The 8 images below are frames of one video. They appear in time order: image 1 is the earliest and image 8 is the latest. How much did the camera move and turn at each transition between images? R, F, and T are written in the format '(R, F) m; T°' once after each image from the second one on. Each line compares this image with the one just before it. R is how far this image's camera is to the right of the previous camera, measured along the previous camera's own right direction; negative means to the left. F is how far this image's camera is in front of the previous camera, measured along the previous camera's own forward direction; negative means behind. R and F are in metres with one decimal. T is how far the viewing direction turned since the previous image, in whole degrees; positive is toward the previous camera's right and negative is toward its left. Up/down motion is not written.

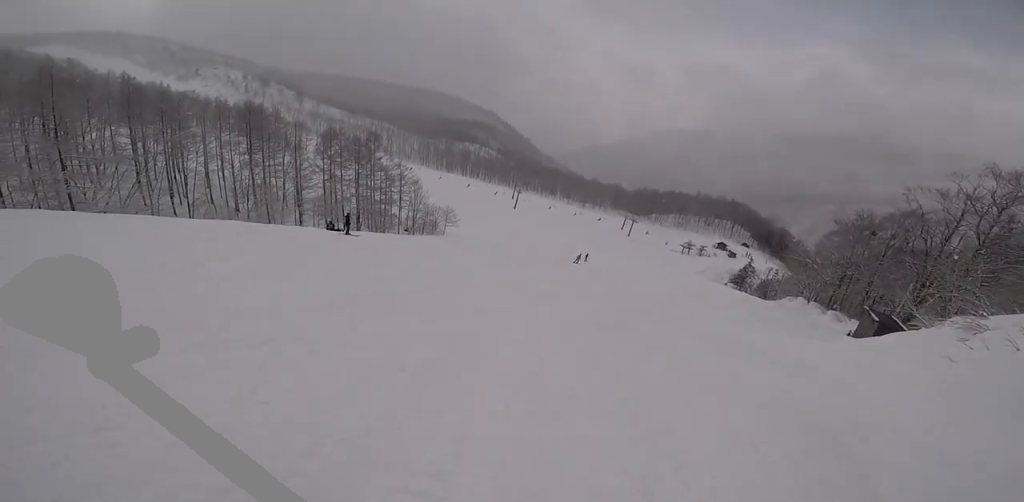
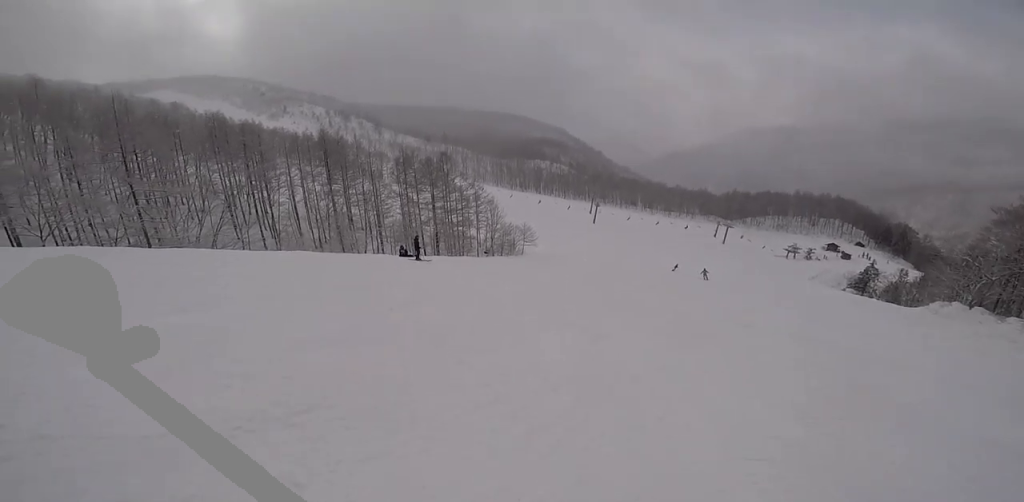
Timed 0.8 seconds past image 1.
(-0.6, +3.6) m; 0°
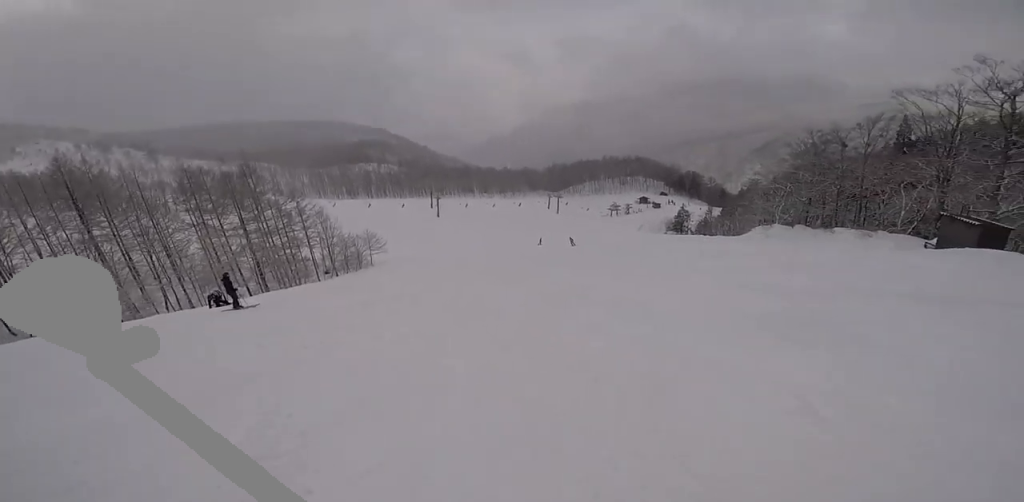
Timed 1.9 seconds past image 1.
(+1.1, +5.4) m; +34°
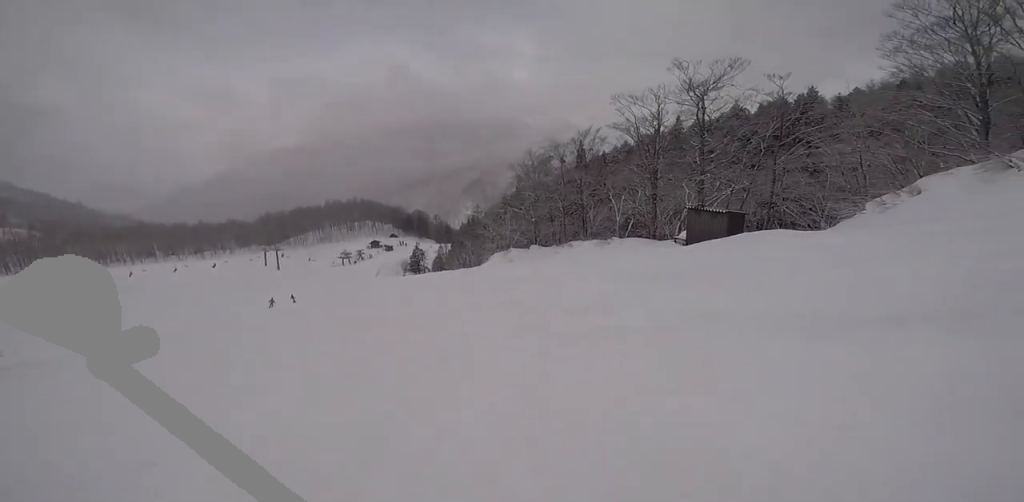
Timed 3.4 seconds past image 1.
(+4.1, +5.6) m; +49°
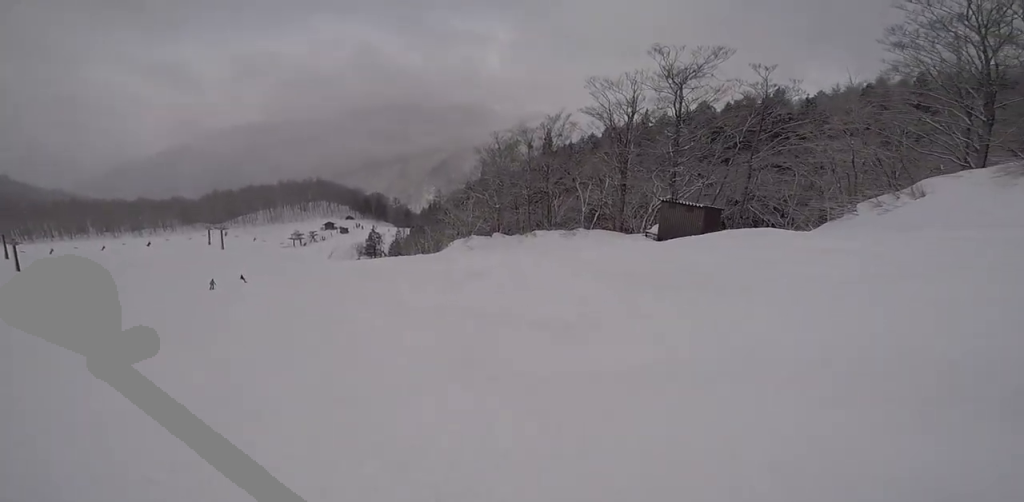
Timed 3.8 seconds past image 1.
(+0.1, +2.2) m; -4°
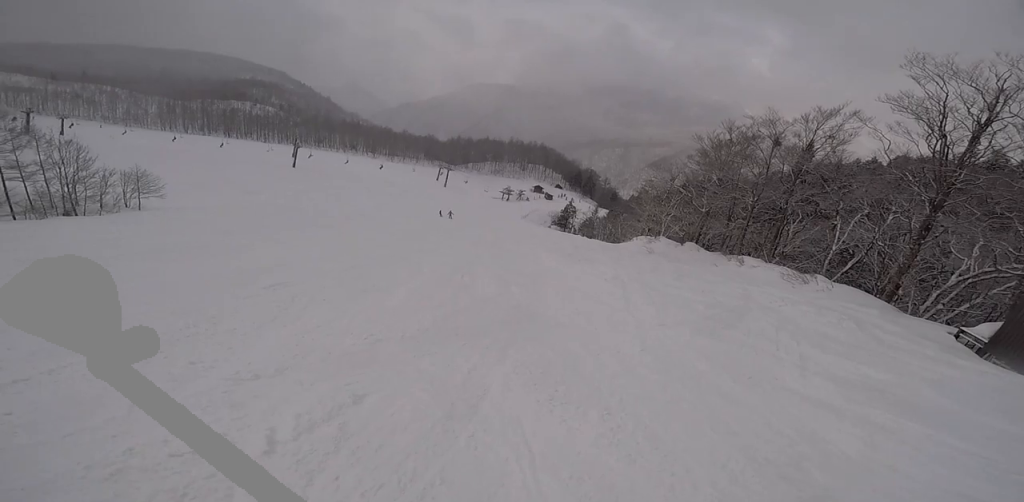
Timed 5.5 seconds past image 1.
(-3.5, +7.5) m; -47°
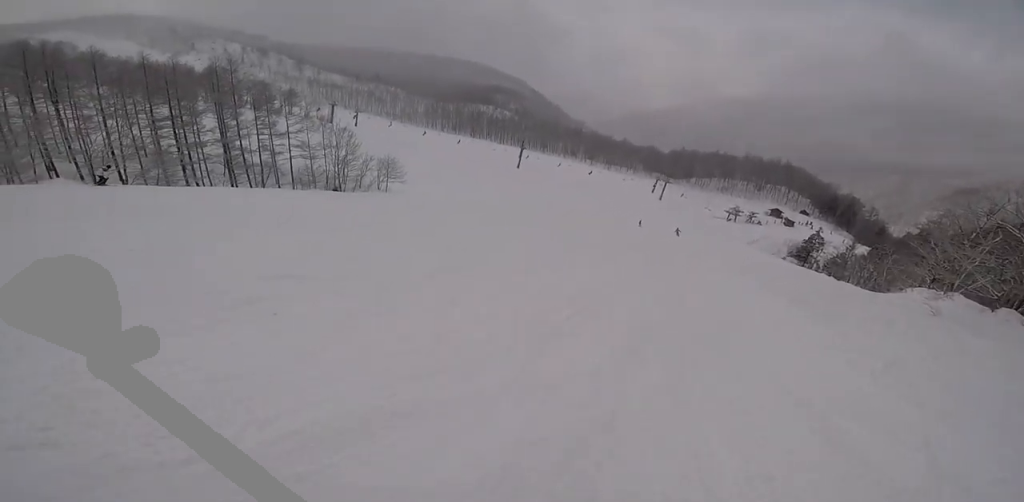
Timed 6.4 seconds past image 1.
(-0.7, +4.1) m; -17°
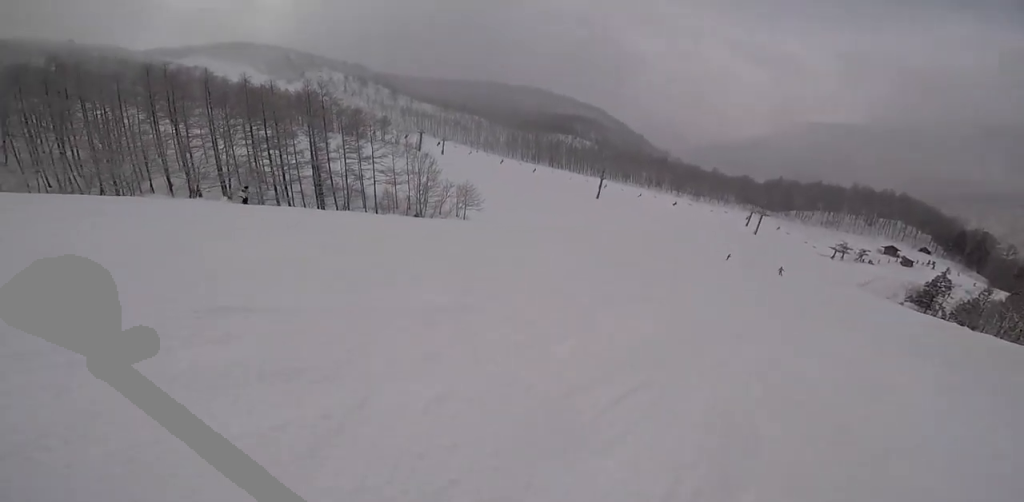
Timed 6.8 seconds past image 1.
(-0.1, +2.0) m; -7°
